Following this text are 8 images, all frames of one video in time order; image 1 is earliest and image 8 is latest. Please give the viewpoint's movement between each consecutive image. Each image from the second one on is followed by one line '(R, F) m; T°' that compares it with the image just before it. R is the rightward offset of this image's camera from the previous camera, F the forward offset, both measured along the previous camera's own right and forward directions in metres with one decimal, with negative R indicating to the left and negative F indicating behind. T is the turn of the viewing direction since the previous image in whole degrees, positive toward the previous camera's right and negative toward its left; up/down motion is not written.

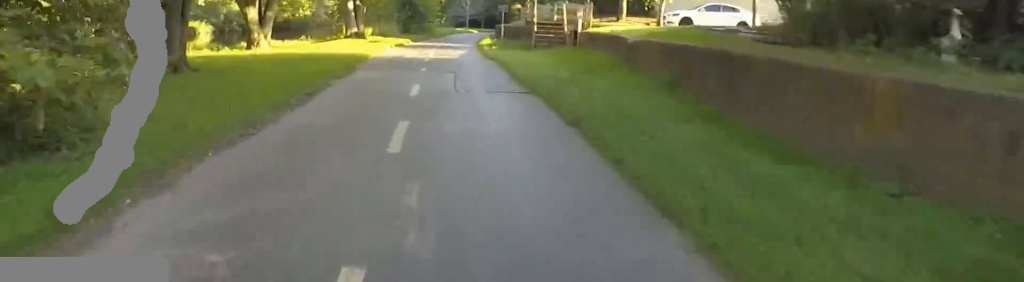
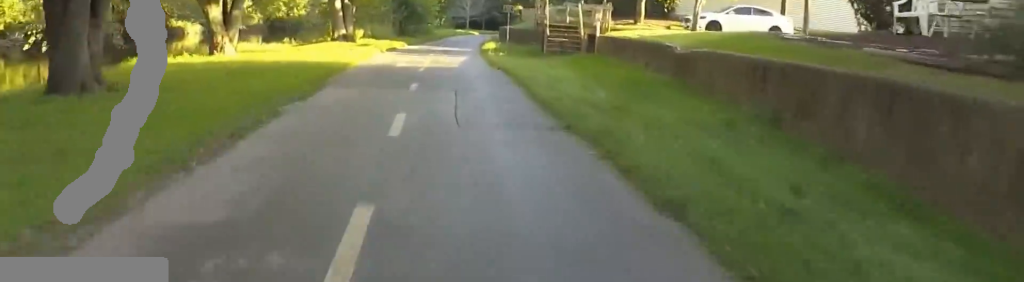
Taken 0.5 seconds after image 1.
(+0.1, +3.1) m; -3°
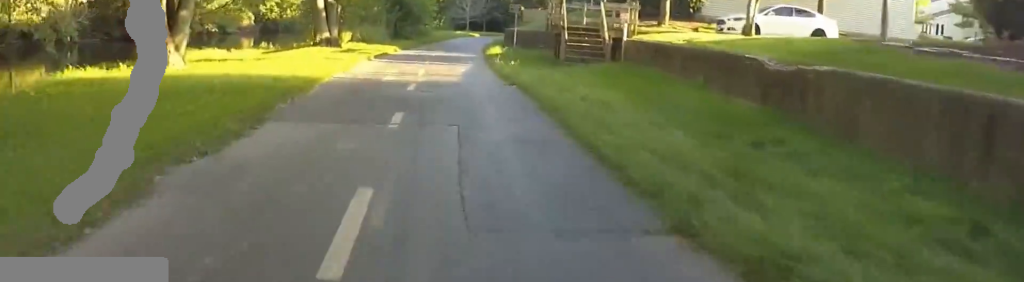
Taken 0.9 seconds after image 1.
(-0.3, +3.5) m; 0°
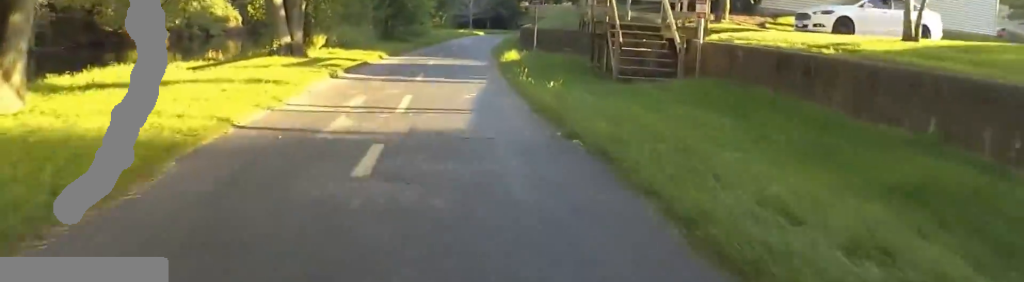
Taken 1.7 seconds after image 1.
(-0.1, +5.6) m; -1°
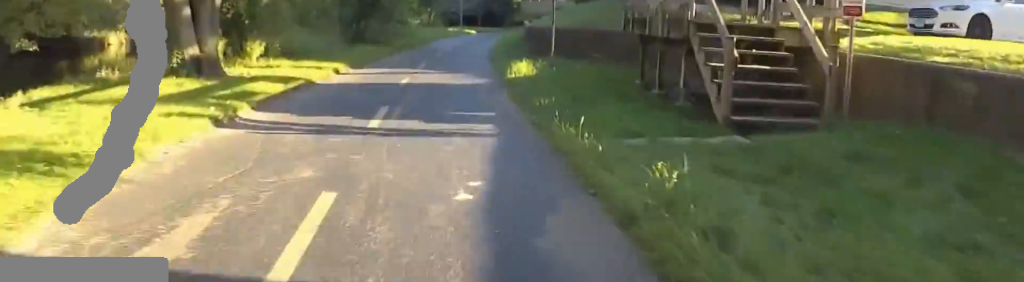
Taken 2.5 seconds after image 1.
(+0.5, +5.4) m; -2°
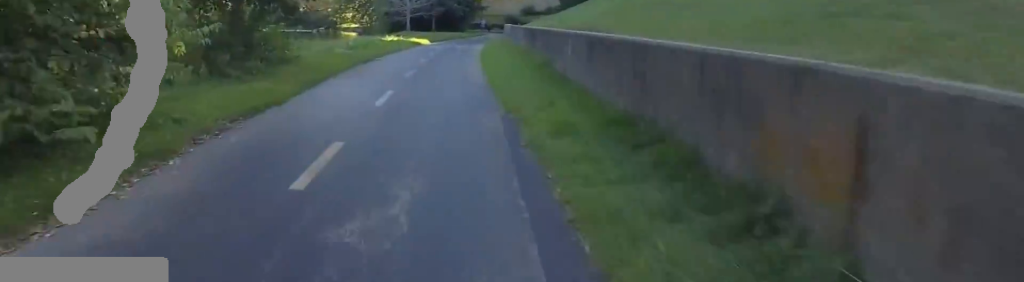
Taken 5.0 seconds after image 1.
(+1.2, +17.9) m; +11°
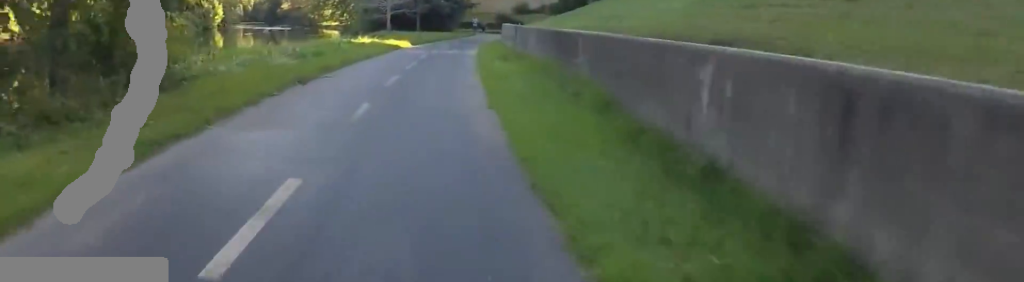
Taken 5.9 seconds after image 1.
(0.0, +6.0) m; 0°
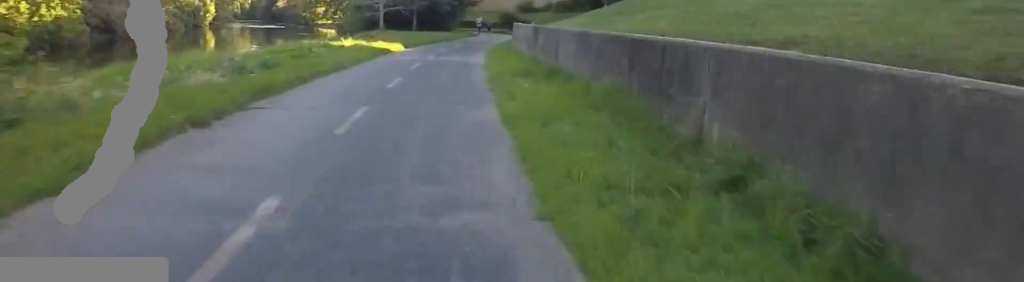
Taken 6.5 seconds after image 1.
(0.0, +4.7) m; 0°
